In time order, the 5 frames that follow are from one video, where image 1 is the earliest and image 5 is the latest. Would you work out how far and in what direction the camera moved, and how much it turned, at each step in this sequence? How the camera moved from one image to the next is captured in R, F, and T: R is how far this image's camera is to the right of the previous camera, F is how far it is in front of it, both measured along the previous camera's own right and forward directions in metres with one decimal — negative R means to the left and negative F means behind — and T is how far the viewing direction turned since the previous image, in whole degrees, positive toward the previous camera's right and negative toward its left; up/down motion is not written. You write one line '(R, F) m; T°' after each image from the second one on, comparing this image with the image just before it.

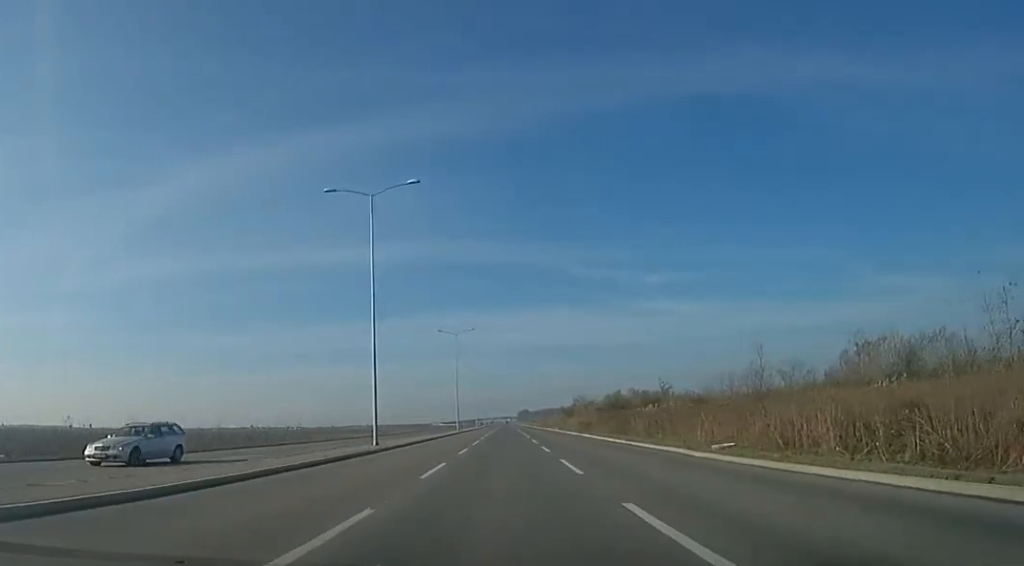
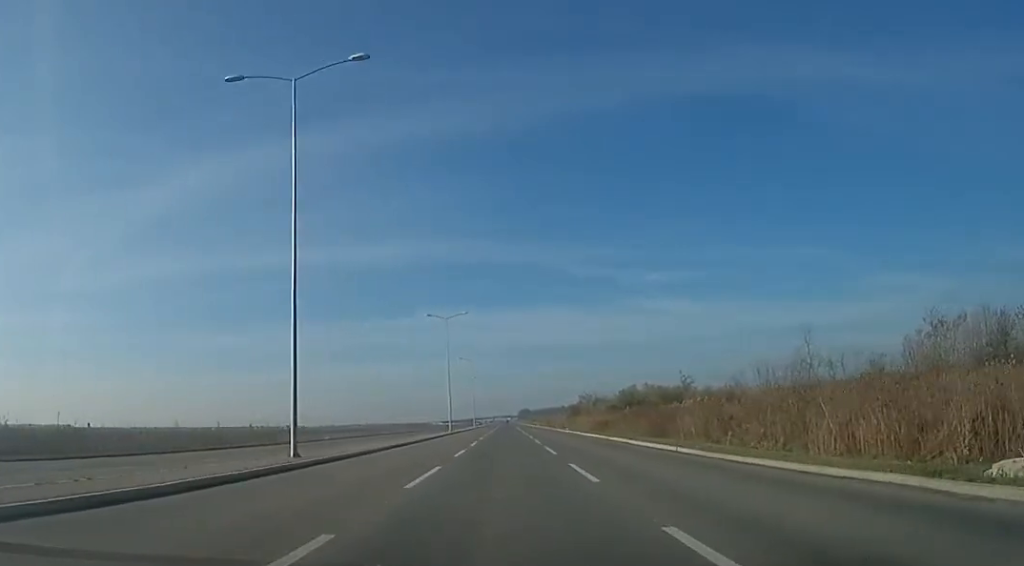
(+0.1, +12.1) m; -1°
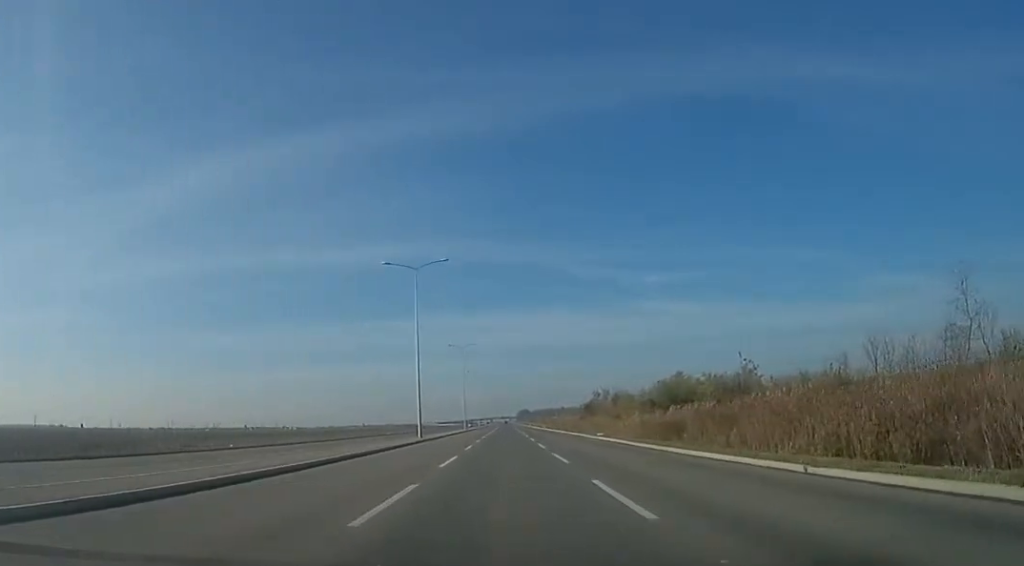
(-0.5, +24.3) m; +2°
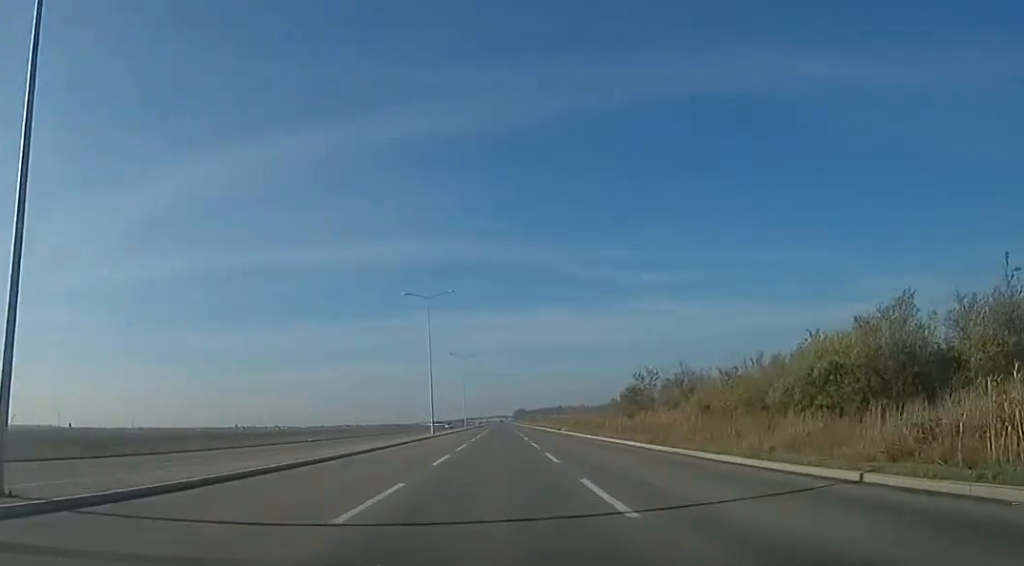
(+0.1, +39.7) m; -3°
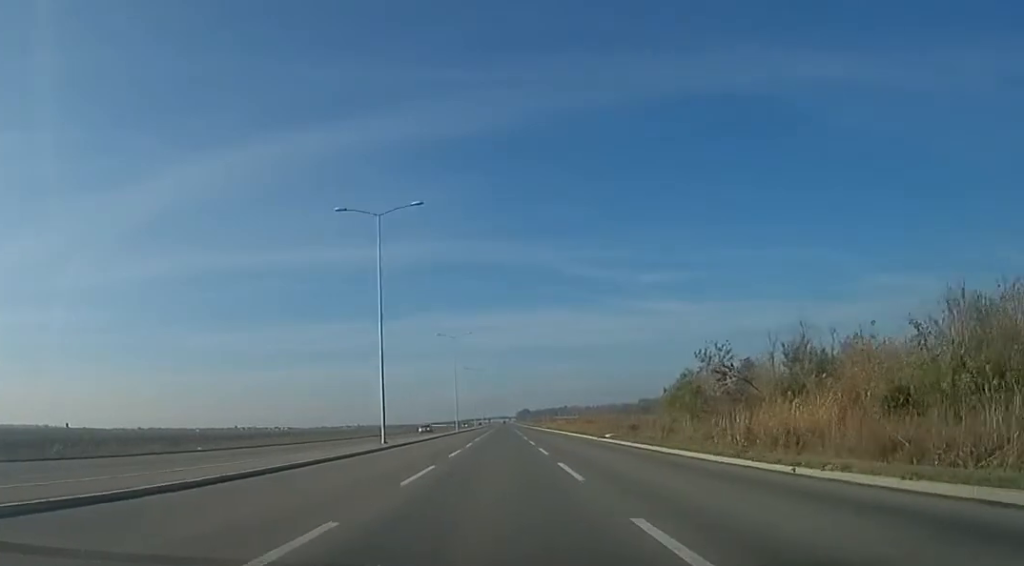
(-0.3, +24.9) m; +2°
